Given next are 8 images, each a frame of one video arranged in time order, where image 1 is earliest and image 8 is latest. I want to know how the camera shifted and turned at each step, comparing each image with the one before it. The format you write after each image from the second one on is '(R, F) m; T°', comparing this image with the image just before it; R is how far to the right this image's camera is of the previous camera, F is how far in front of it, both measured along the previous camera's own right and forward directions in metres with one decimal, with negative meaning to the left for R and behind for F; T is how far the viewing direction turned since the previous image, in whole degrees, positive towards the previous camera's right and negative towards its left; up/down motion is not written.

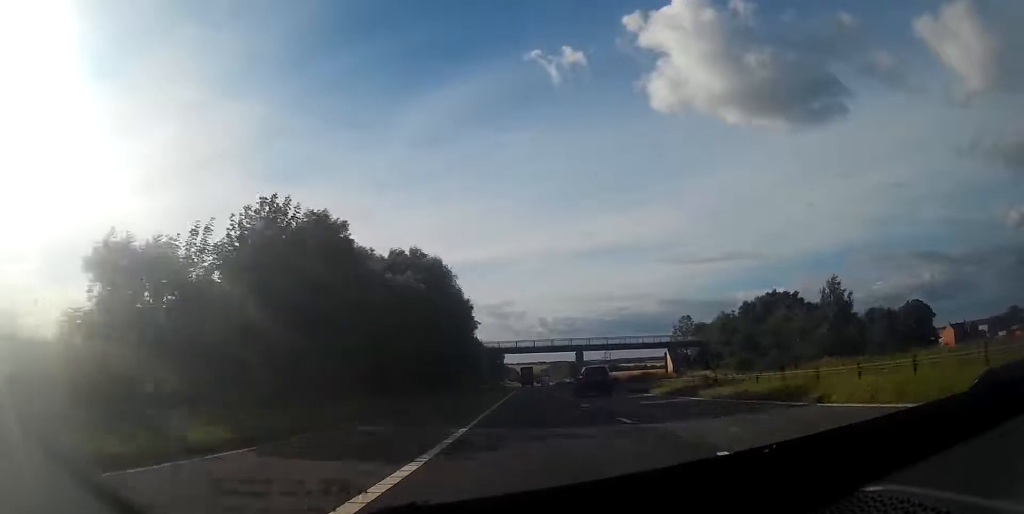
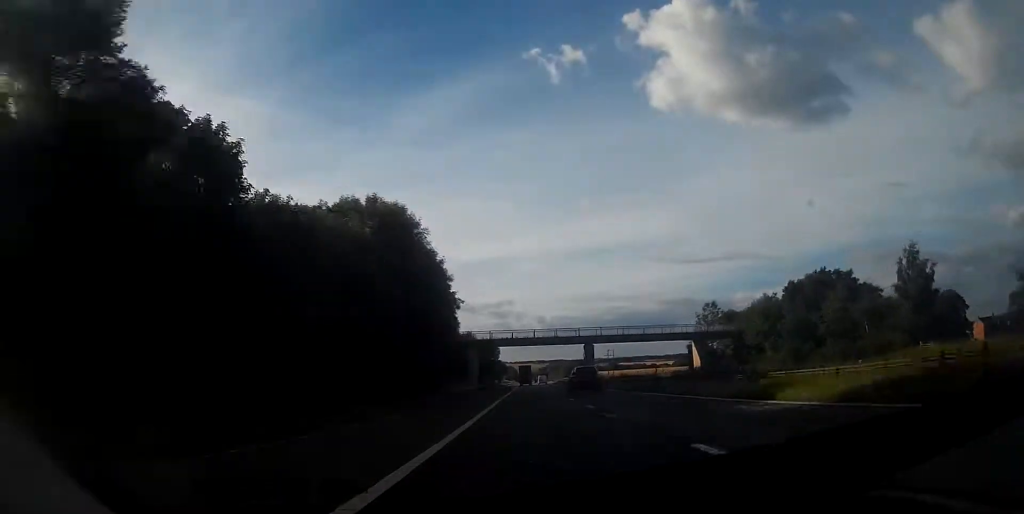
(0.0, +16.9) m; 0°
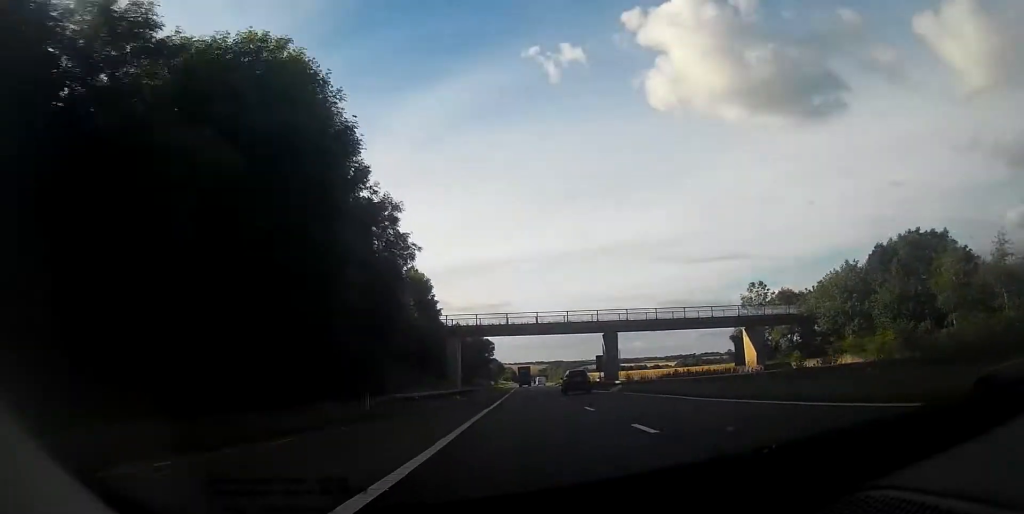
(+0.1, +20.5) m; 0°
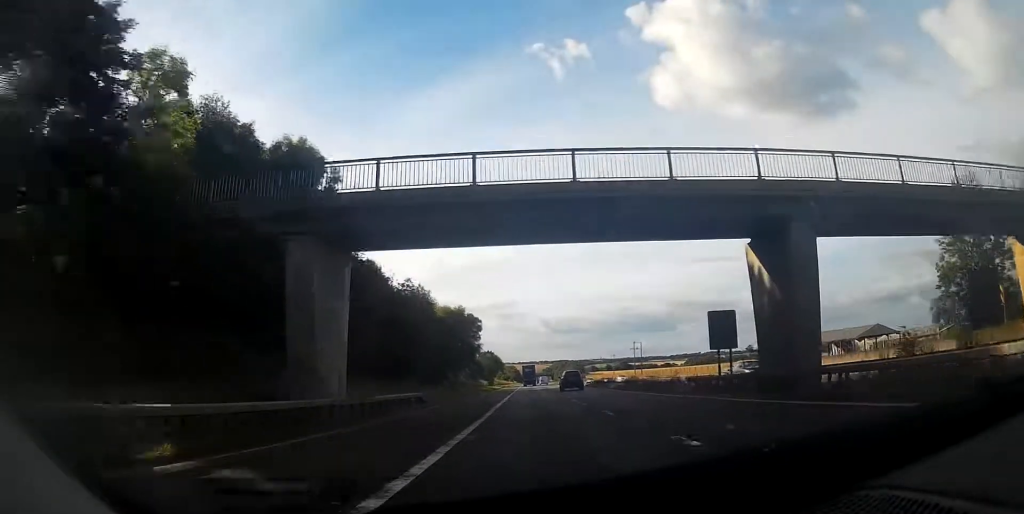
(+0.1, +40.2) m; 0°
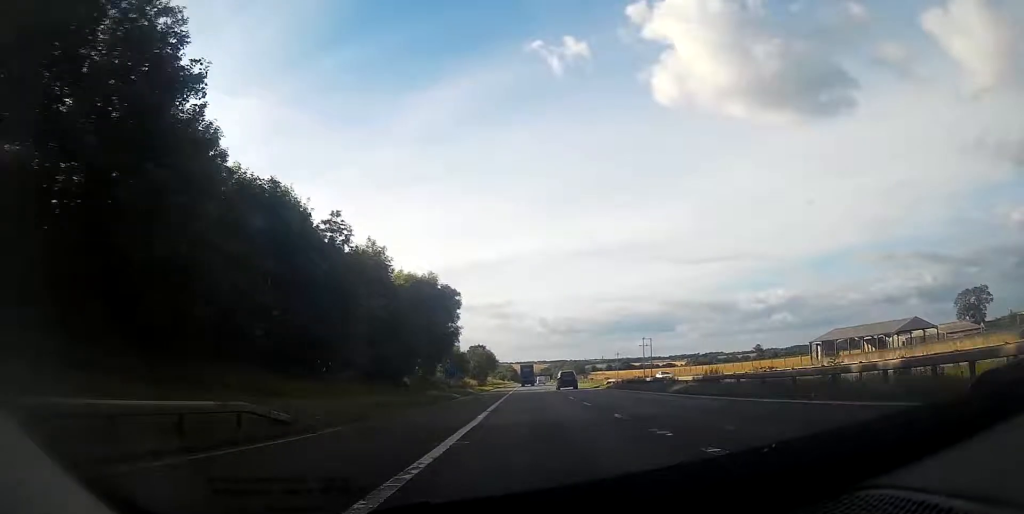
(0.0, +20.5) m; 0°
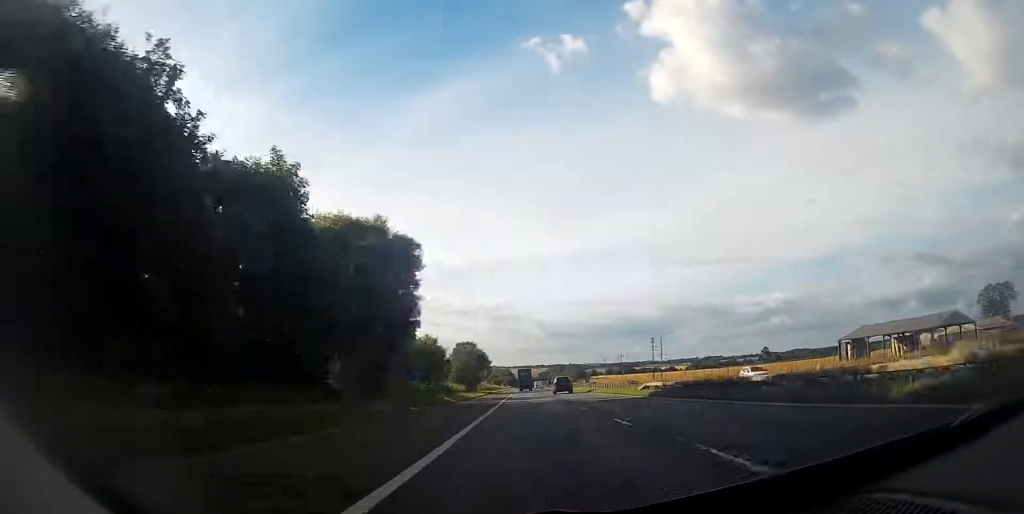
(-0.2, +17.6) m; 0°
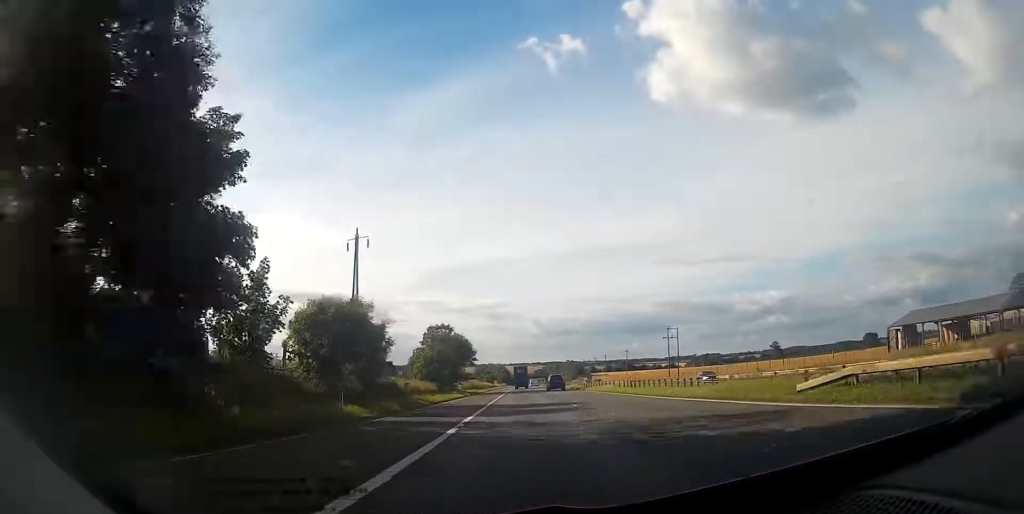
(0.0, +24.2) m; 0°
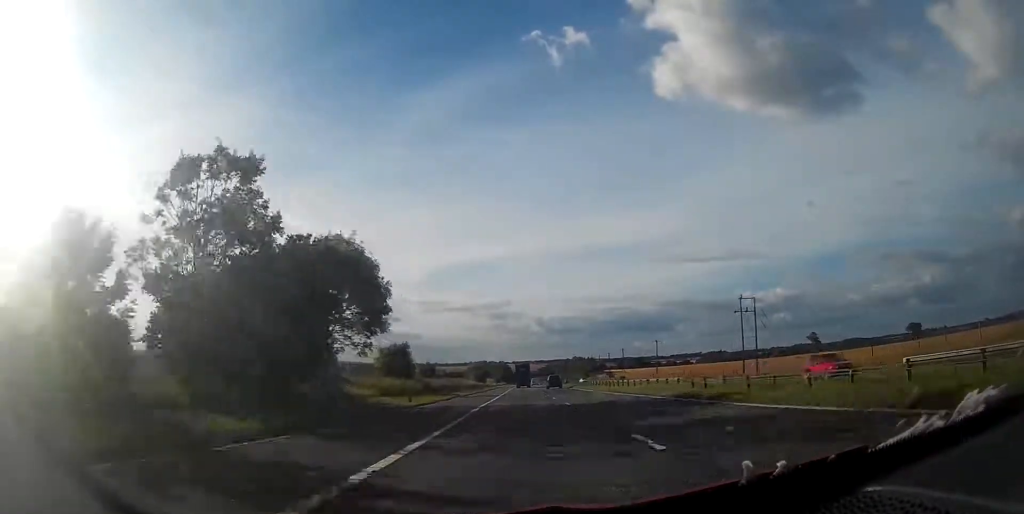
(+0.4, +52.6) m; +1°
